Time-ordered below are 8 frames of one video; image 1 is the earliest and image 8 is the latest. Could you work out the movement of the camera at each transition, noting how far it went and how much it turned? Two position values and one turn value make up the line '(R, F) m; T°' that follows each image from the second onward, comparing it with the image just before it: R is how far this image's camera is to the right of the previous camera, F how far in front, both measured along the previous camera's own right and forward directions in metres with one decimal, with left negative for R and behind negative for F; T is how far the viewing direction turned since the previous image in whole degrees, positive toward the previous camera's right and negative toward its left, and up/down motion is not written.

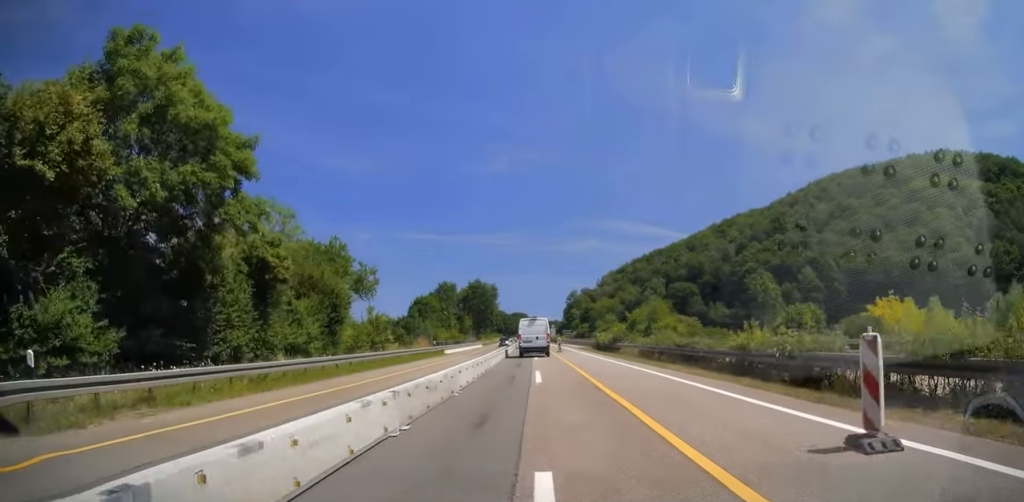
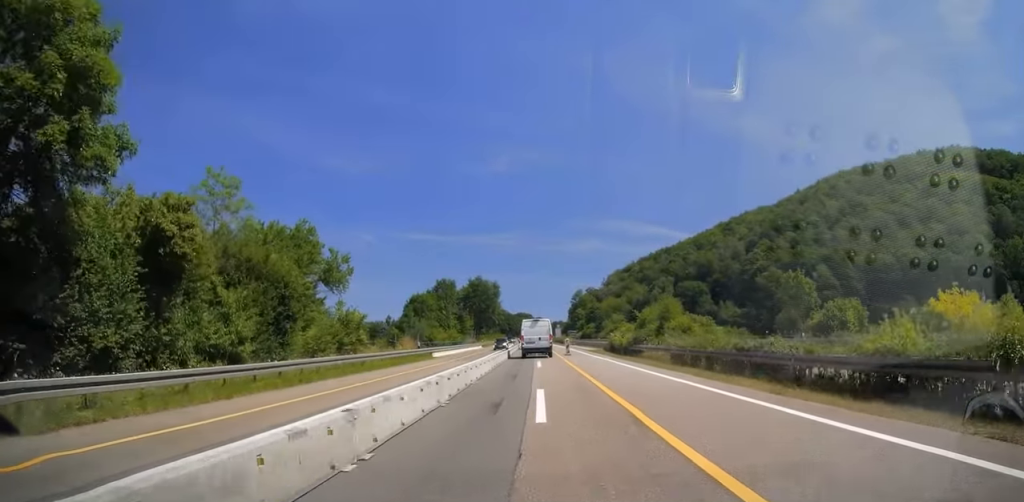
(-0.2, +8.2) m; -1°
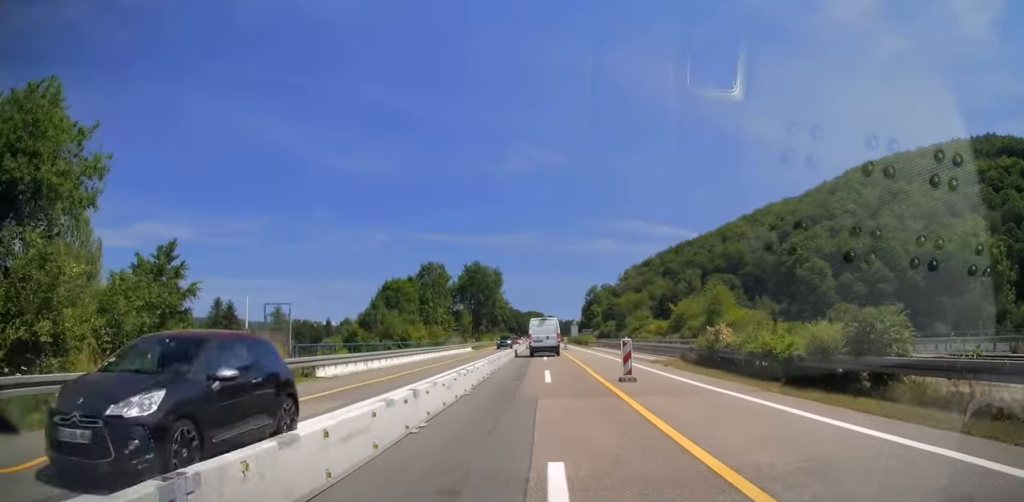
(-0.2, +27.6) m; 0°
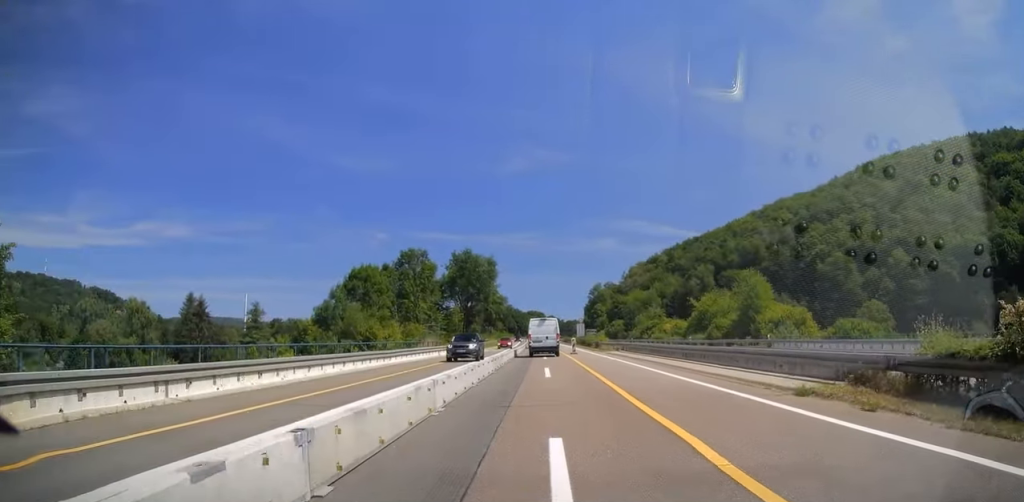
(+0.2, +16.2) m; -1°
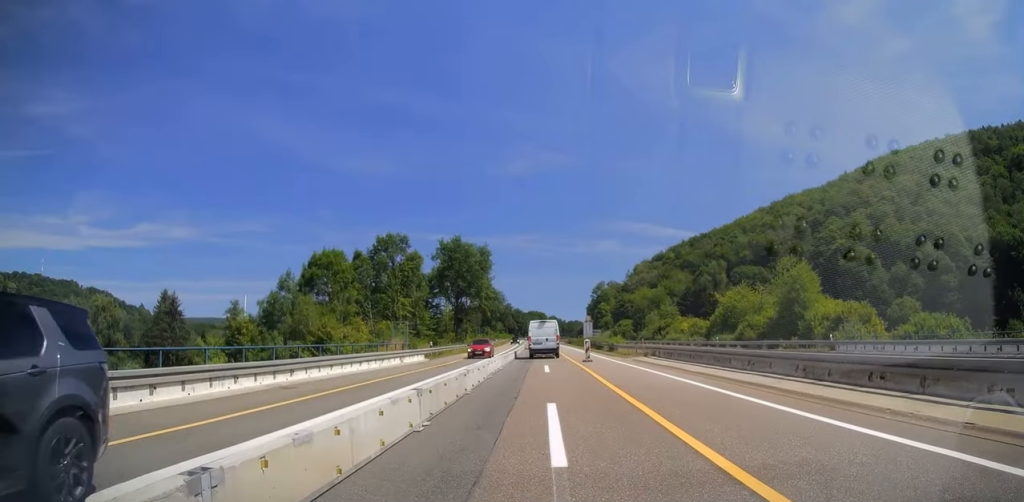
(-0.2, +13.6) m; -2°
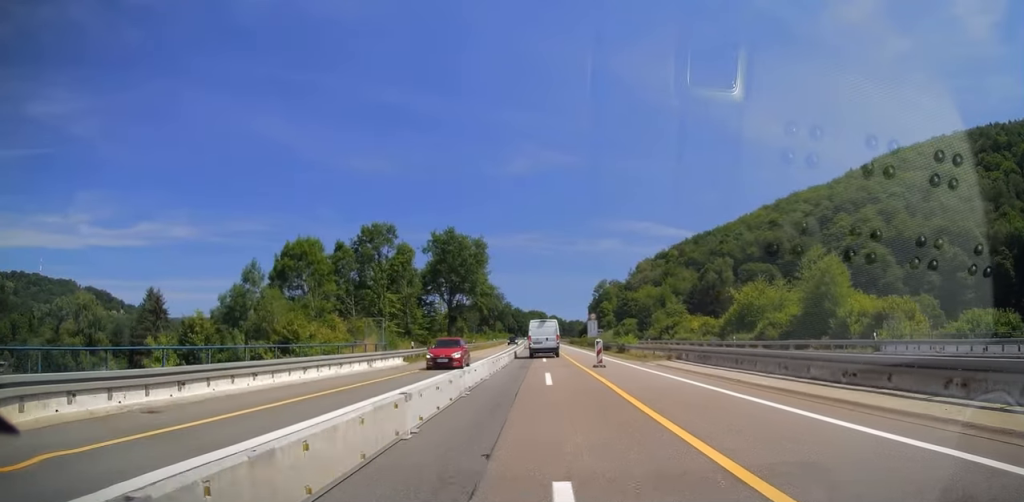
(-0.2, +6.8) m; +1°
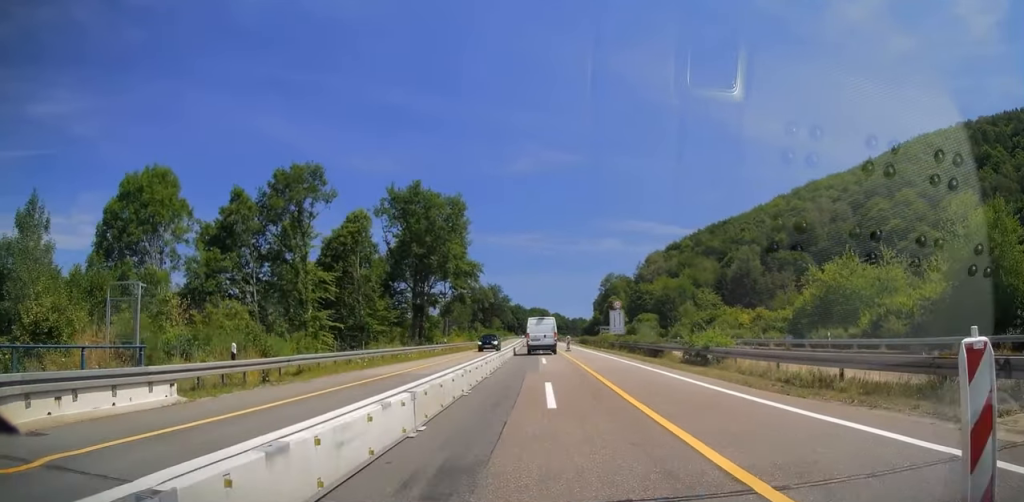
(+0.7, +23.7) m; +1°
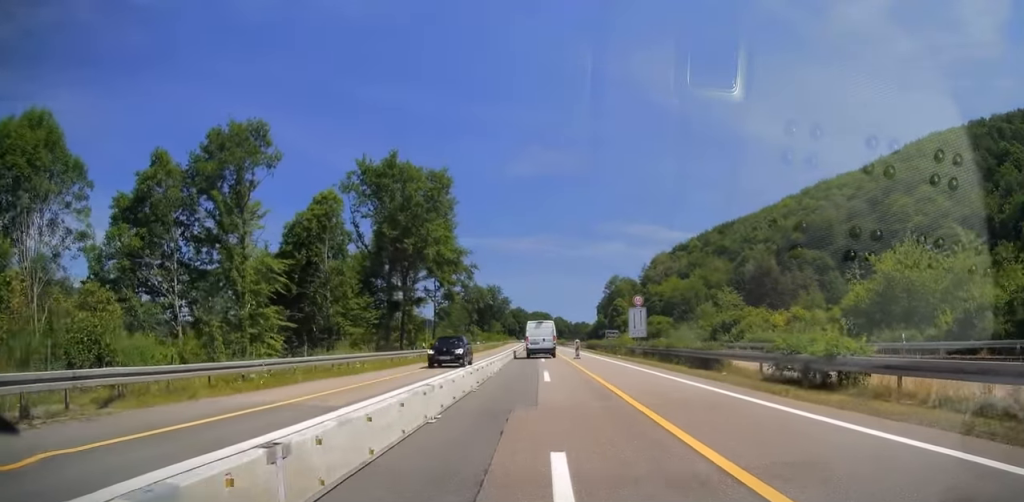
(-0.4, +10.5) m; -1°
